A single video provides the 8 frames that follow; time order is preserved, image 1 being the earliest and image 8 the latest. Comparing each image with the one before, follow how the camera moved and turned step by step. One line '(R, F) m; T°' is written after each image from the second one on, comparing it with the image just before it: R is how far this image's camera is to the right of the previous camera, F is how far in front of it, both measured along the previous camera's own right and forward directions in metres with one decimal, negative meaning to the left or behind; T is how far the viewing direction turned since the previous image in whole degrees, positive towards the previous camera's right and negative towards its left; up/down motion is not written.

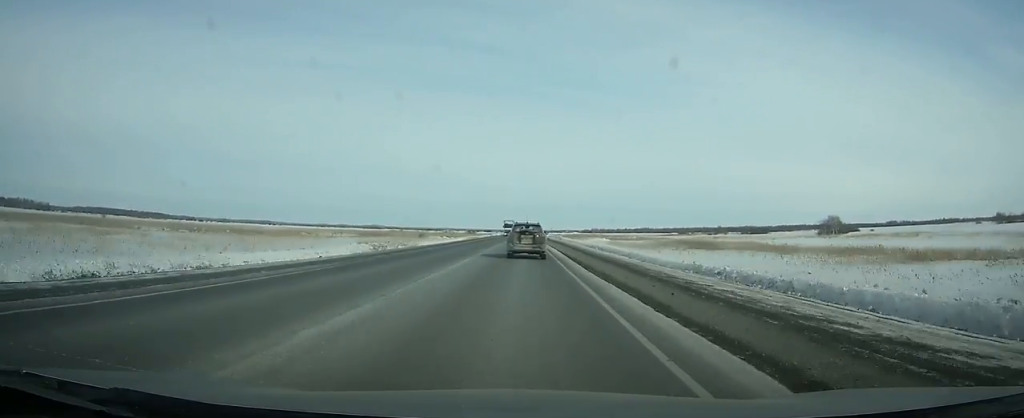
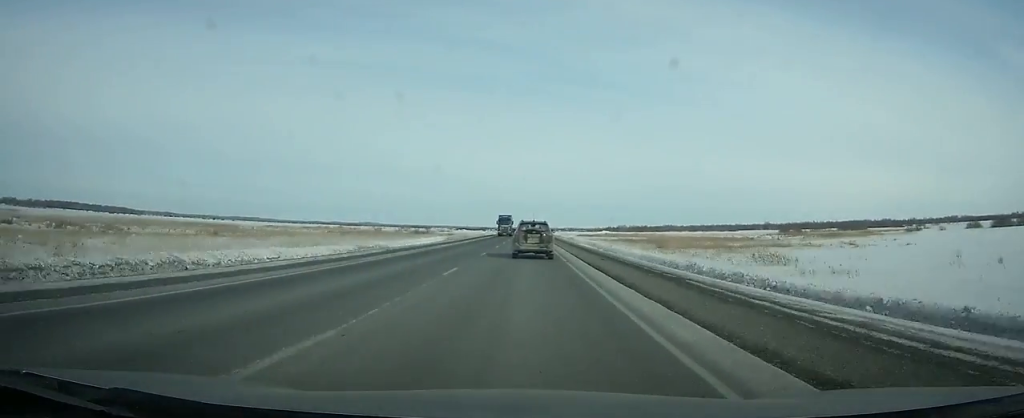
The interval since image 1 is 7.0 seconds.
(-0.5, +207.6) m; 0°
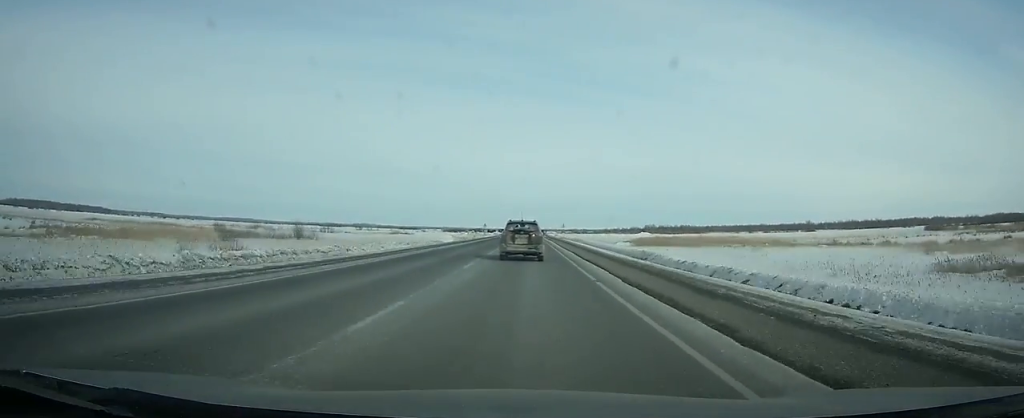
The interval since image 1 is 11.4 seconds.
(+0.1, +128.1) m; 0°
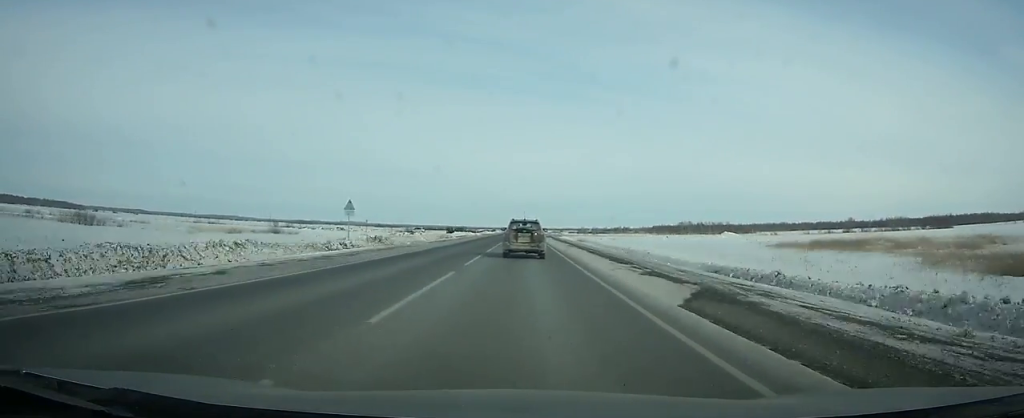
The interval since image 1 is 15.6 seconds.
(-0.1, +119.6) m; 0°
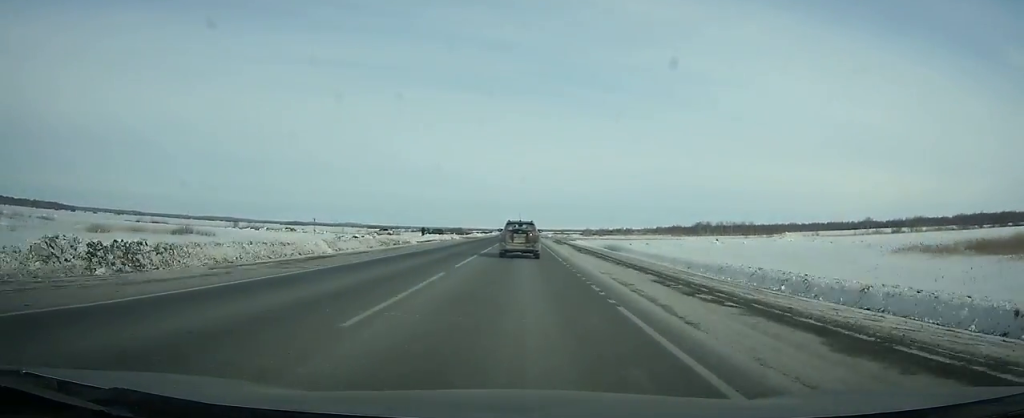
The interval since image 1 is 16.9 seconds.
(0.0, +36.5) m; 0°
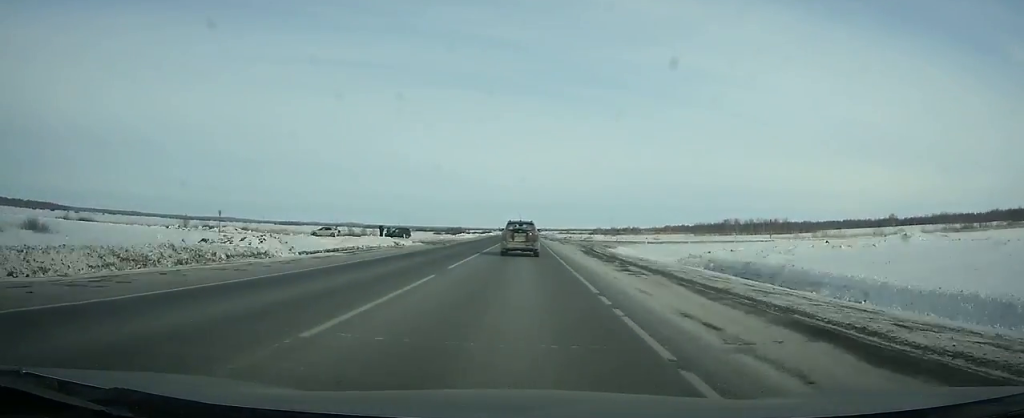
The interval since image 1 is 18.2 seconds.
(+0.1, +36.3) m; 0°
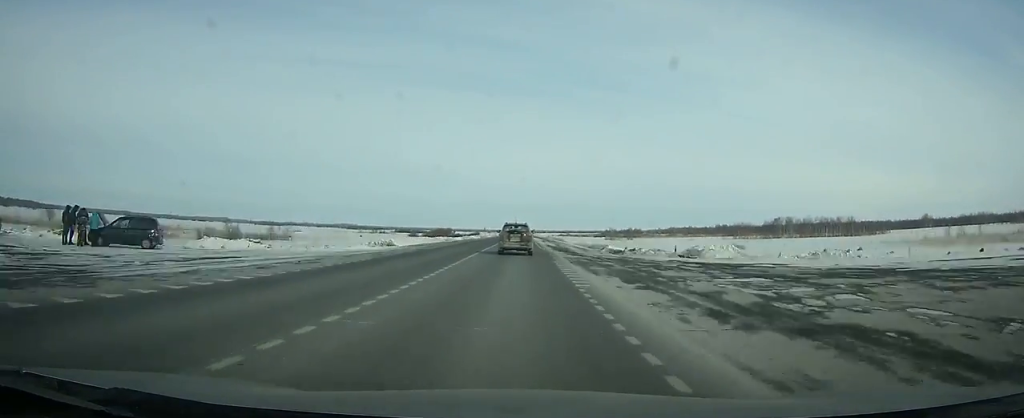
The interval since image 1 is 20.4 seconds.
(+0.1, +61.3) m; 0°
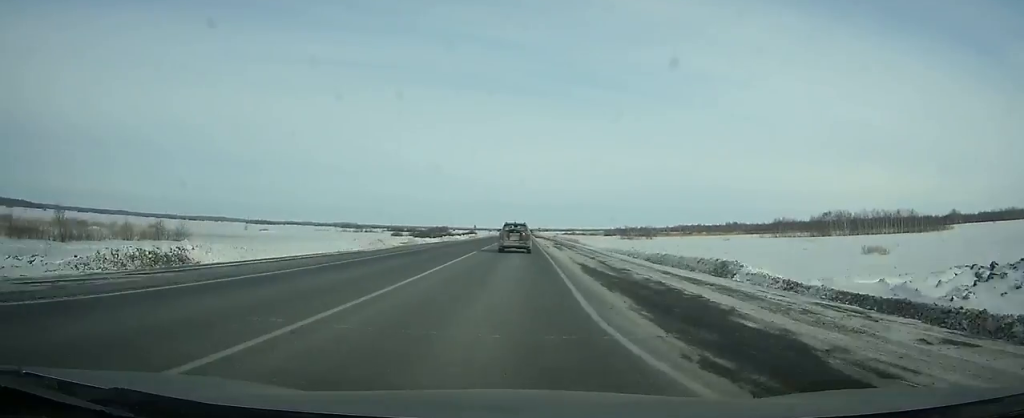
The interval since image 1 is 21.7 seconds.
(+0.1, +36.2) m; 0°
